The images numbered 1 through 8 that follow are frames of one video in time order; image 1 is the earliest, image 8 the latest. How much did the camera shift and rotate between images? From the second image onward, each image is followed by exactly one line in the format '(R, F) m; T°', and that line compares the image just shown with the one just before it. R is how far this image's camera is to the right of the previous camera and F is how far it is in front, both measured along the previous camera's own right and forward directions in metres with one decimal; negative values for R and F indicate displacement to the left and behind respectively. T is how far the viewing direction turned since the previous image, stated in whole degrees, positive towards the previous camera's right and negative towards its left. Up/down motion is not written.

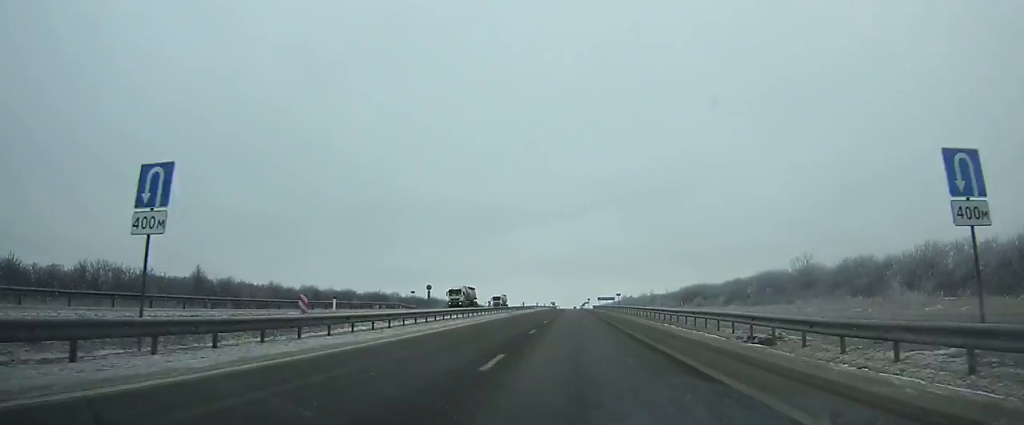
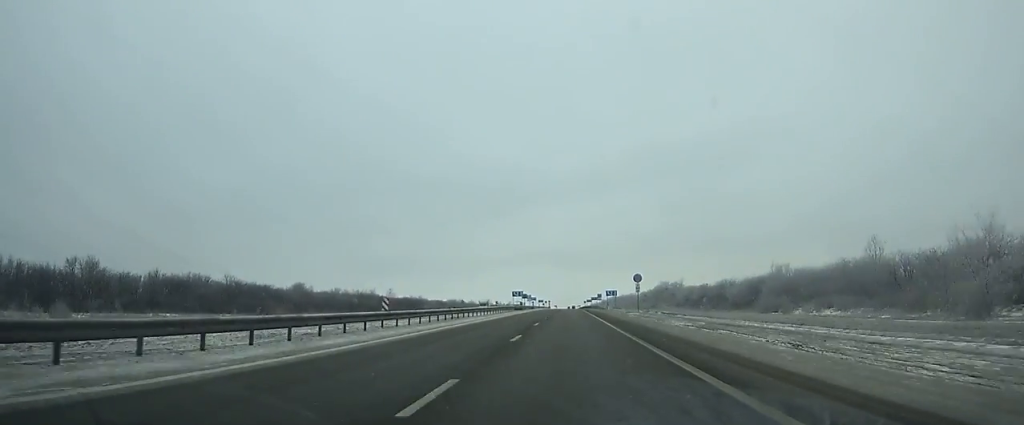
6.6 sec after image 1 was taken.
(+0.3, +182.5) m; 0°
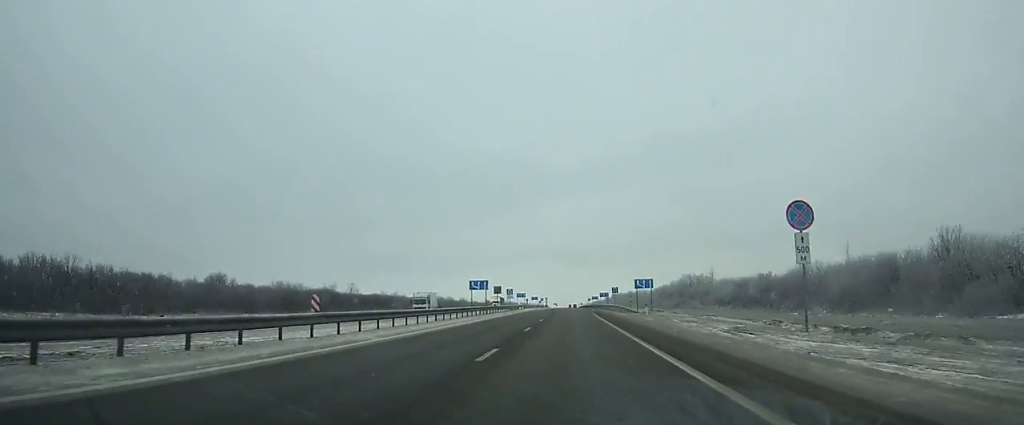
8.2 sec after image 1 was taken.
(+0.1, +46.6) m; 0°
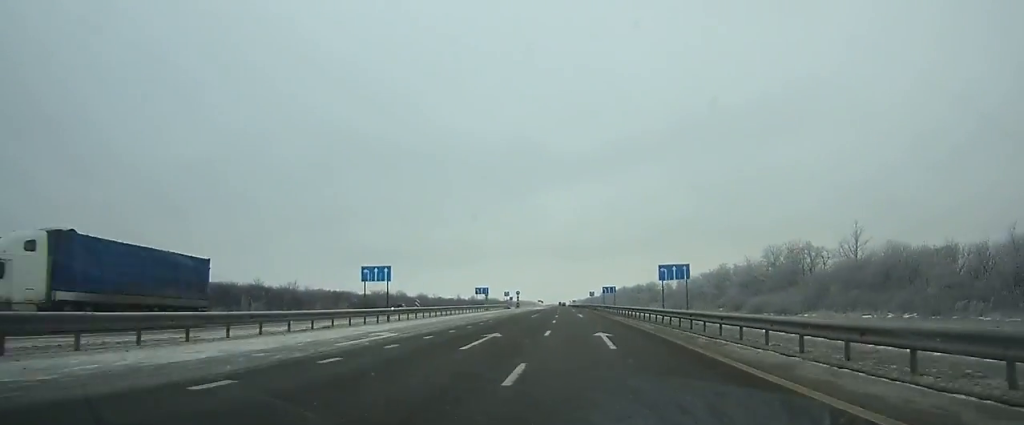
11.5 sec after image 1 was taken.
(+0.3, +94.5) m; 0°
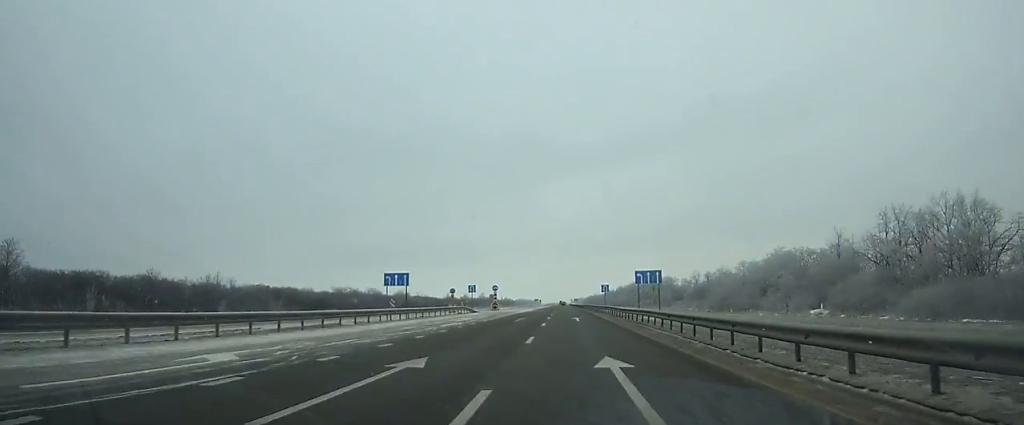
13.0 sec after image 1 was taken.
(0.0, +41.9) m; 0°
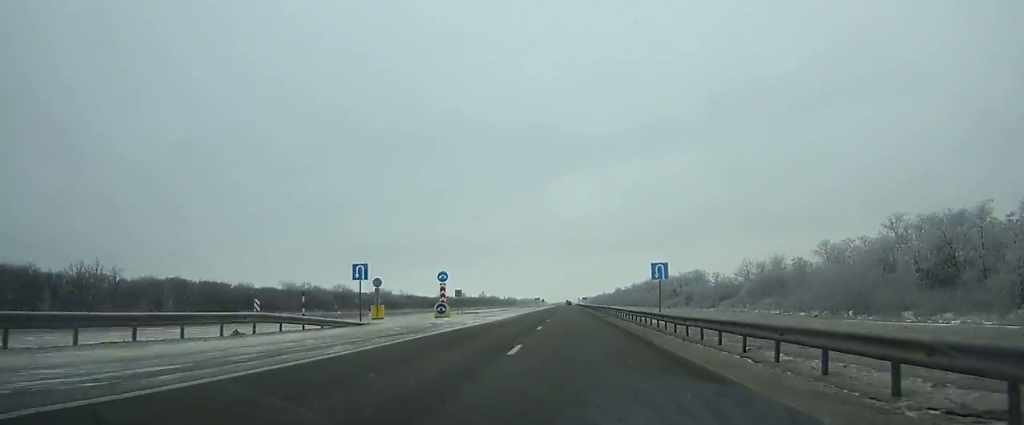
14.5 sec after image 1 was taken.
(-0.1, +41.2) m; 0°
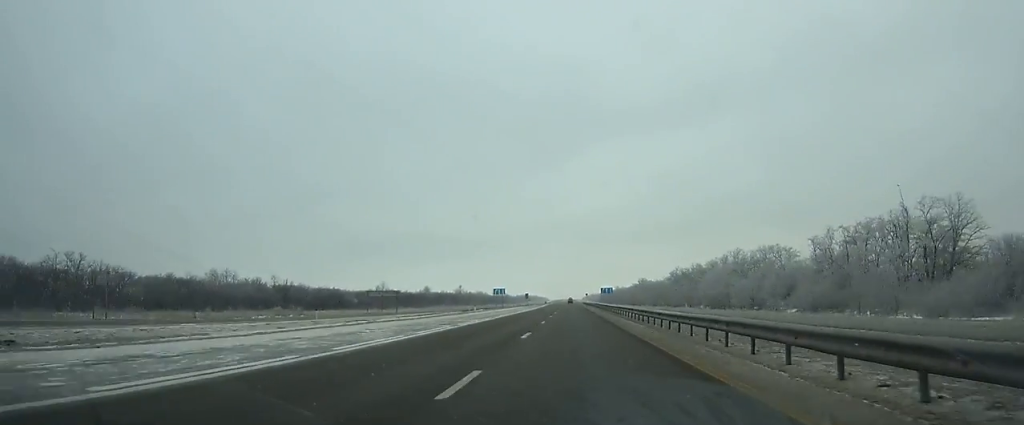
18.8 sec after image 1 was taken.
(-0.3, +116.5) m; 0°
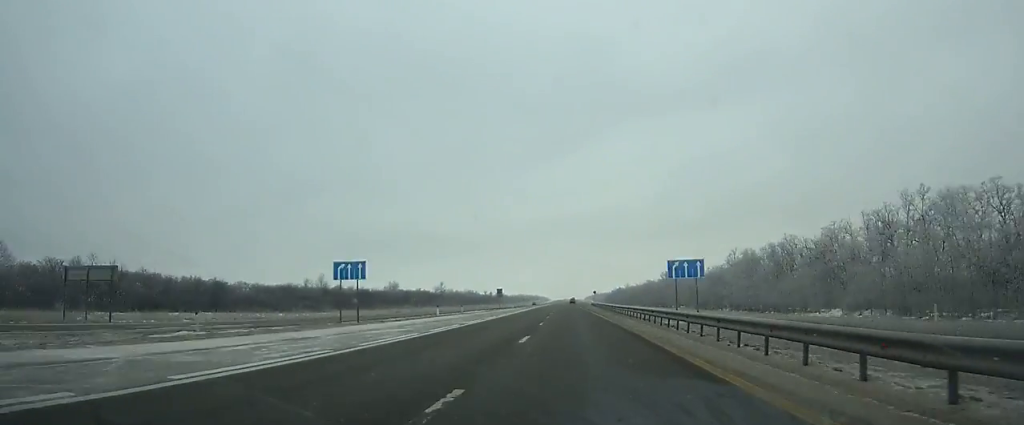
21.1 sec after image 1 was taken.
(-0.2, +62.1) m; 0°
